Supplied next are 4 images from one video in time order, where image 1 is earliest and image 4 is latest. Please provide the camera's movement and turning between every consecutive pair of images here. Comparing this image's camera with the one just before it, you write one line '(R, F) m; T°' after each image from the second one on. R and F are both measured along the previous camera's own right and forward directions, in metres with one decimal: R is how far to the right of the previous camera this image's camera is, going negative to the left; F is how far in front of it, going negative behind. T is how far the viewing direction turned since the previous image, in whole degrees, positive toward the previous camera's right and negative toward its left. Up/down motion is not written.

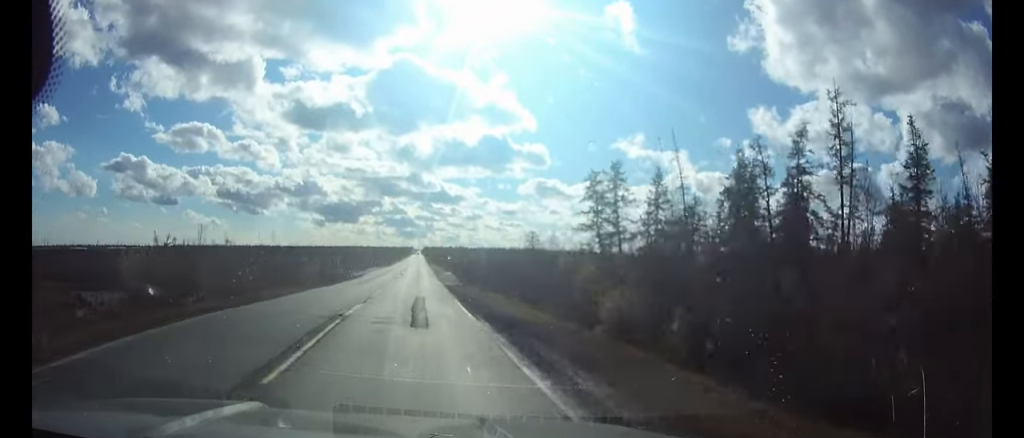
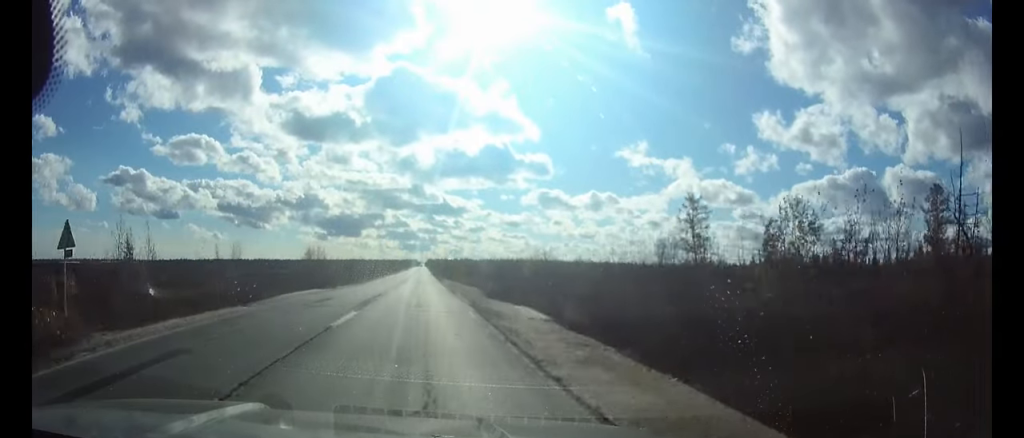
(-0.1, +53.8) m; 0°
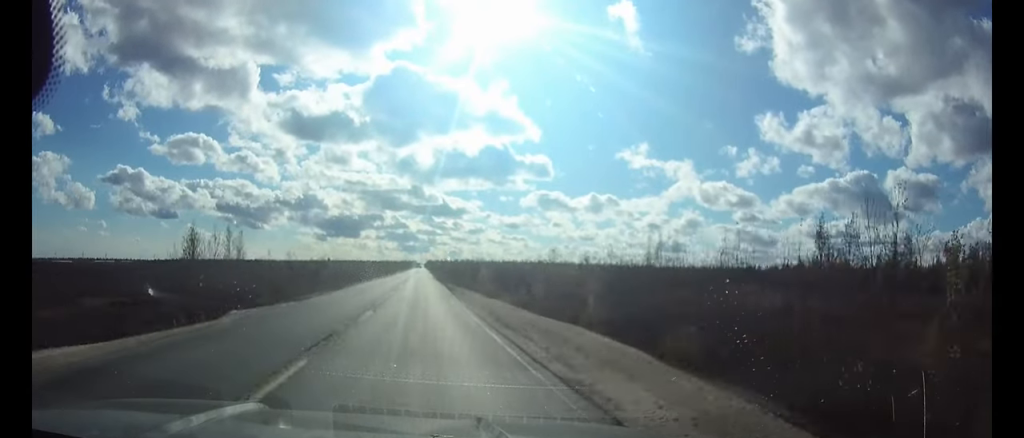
(0.0, +32.0) m; 0°
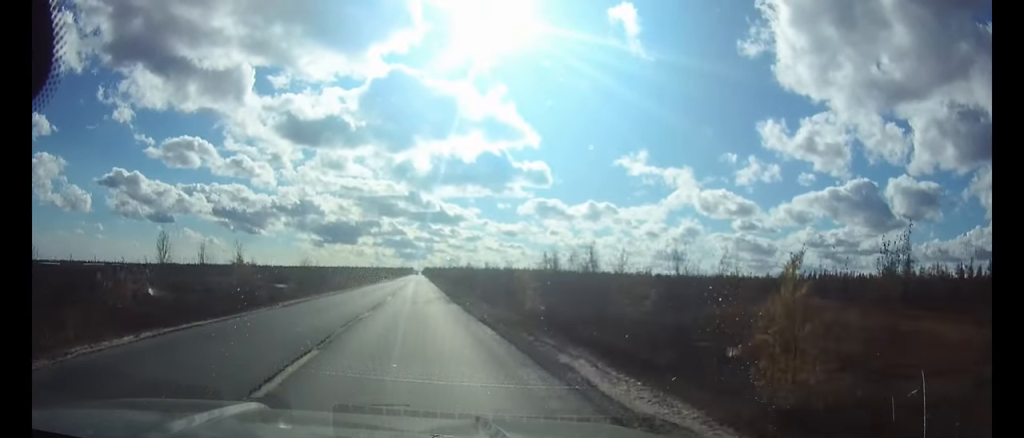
(0.0, +47.4) m; 0°
